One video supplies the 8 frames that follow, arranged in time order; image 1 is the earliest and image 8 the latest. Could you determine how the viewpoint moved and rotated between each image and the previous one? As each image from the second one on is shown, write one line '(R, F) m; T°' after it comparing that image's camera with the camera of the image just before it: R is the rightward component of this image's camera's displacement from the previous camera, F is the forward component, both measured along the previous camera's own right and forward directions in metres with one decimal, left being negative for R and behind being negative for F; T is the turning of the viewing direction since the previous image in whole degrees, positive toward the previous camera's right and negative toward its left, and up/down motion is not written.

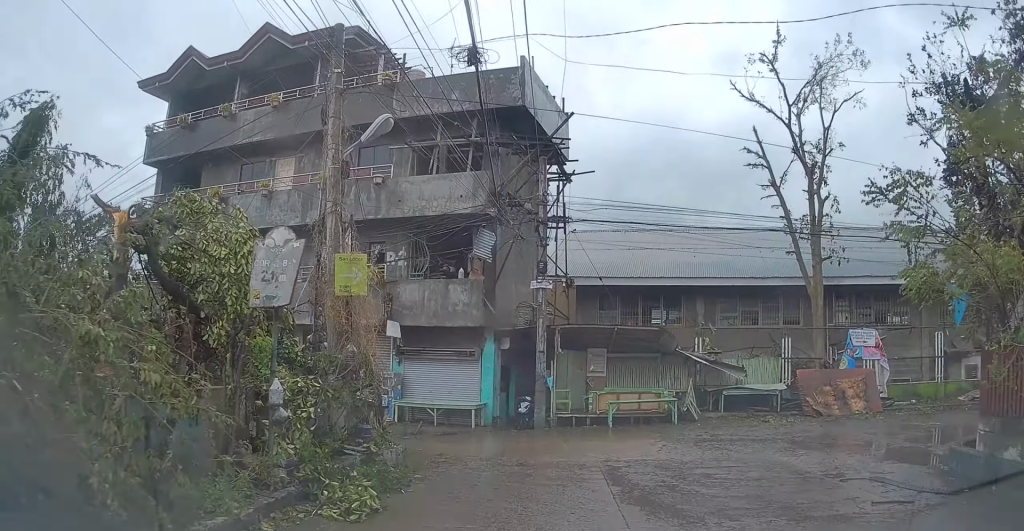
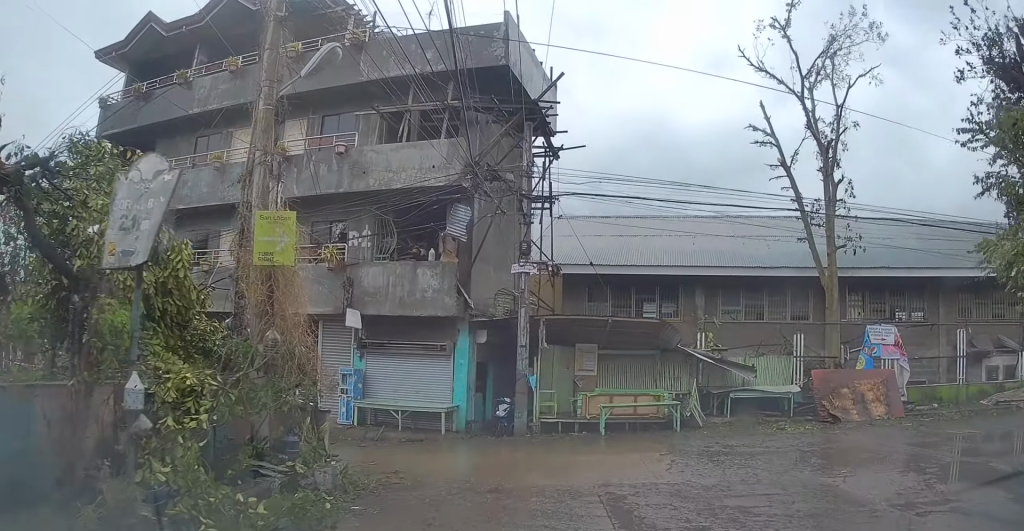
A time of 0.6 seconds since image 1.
(-0.1, +2.4) m; +7°
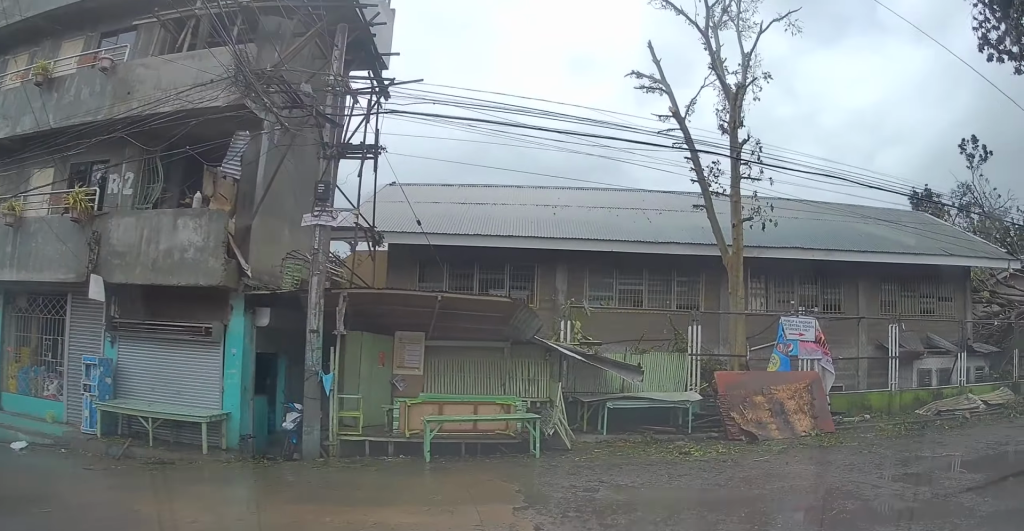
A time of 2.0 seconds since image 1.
(+0.4, +4.7) m; 0°
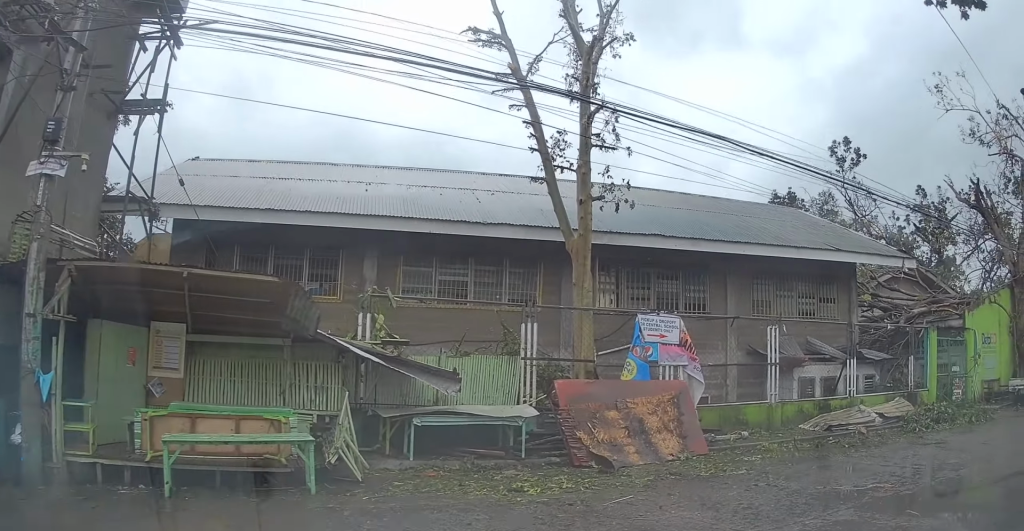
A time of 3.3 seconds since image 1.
(0.0, +3.2) m; +10°
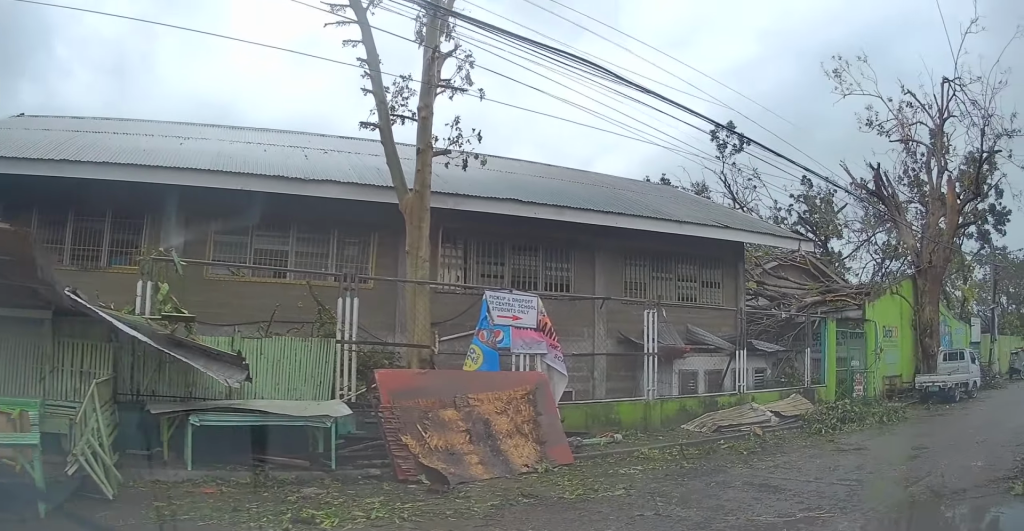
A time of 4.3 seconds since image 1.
(+0.2, +2.5) m; +20°
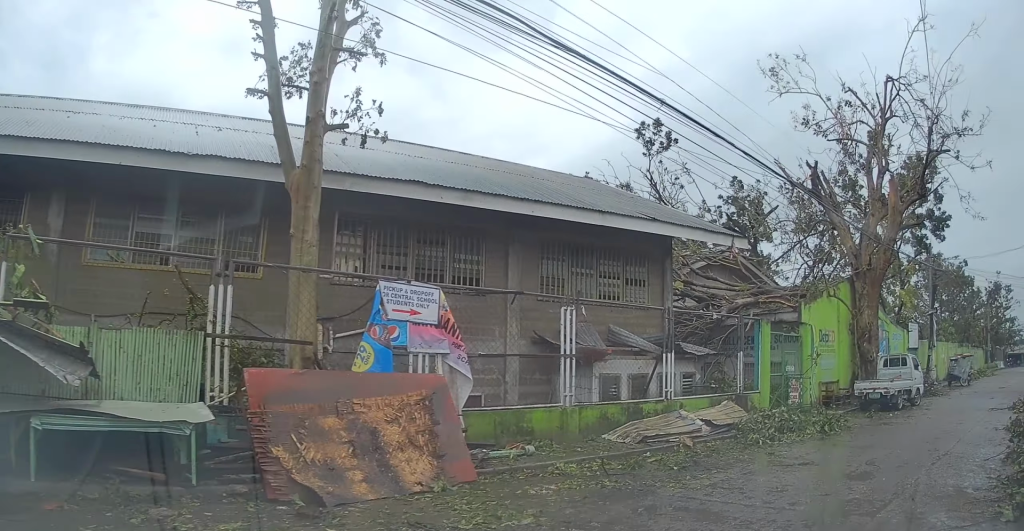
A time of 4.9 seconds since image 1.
(+0.1, +1.2) m; +9°
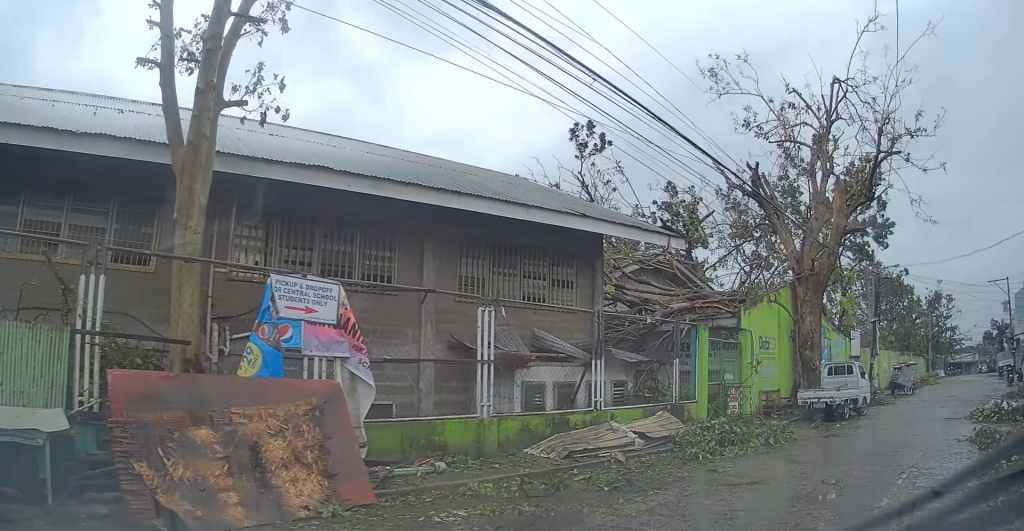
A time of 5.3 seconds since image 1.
(+0.2, +1.1) m; +7°
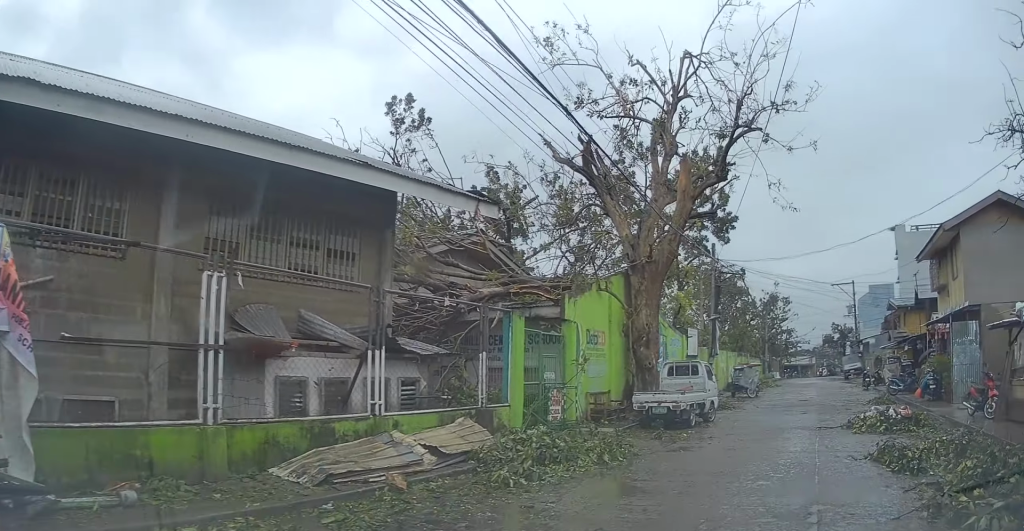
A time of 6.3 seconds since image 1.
(+0.2, +3.0) m; +5°
